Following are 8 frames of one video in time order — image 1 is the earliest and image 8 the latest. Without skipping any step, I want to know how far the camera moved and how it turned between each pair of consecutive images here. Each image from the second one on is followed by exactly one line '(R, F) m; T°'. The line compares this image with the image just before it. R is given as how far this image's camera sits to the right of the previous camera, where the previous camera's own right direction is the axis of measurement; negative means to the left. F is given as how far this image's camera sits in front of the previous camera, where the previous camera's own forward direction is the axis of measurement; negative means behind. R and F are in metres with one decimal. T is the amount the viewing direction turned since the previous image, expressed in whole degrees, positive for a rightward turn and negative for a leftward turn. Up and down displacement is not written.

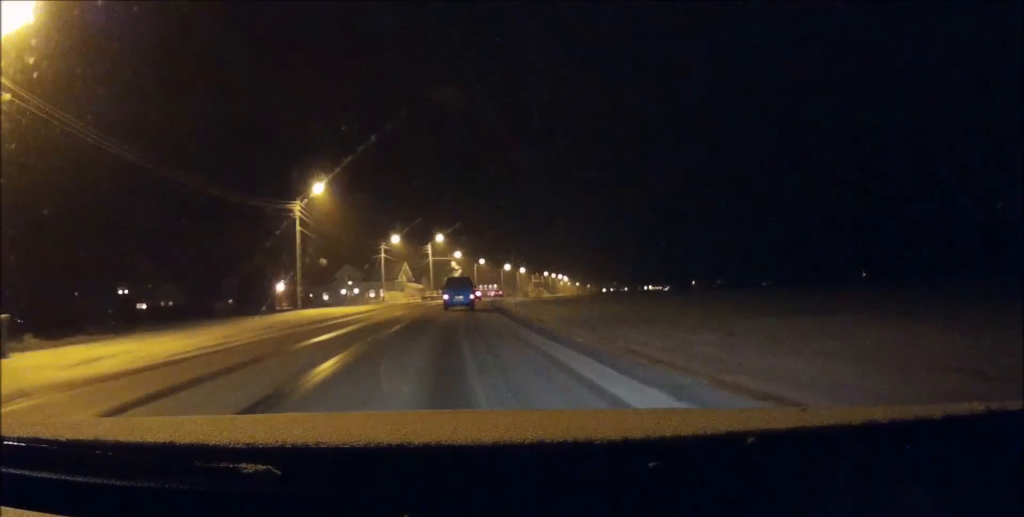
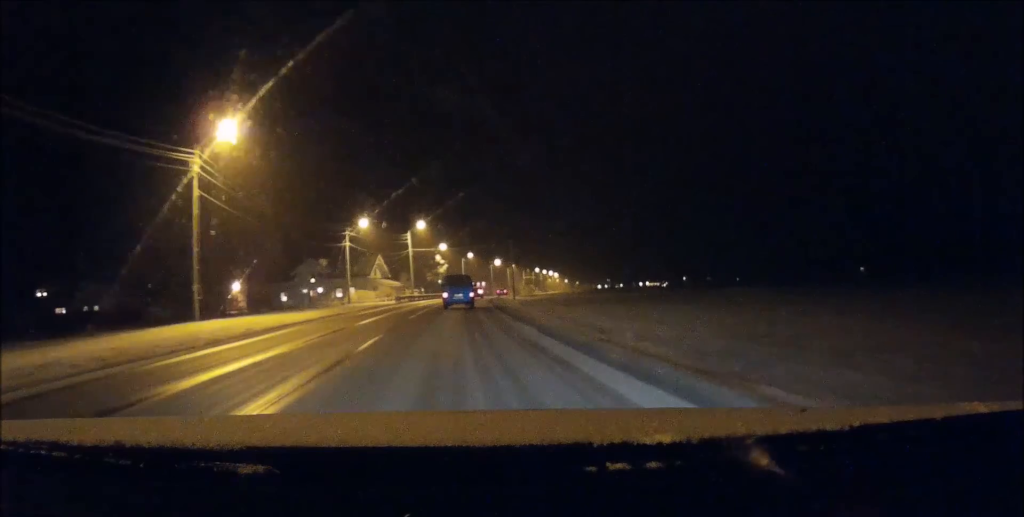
(+0.2, +23.3) m; +1°
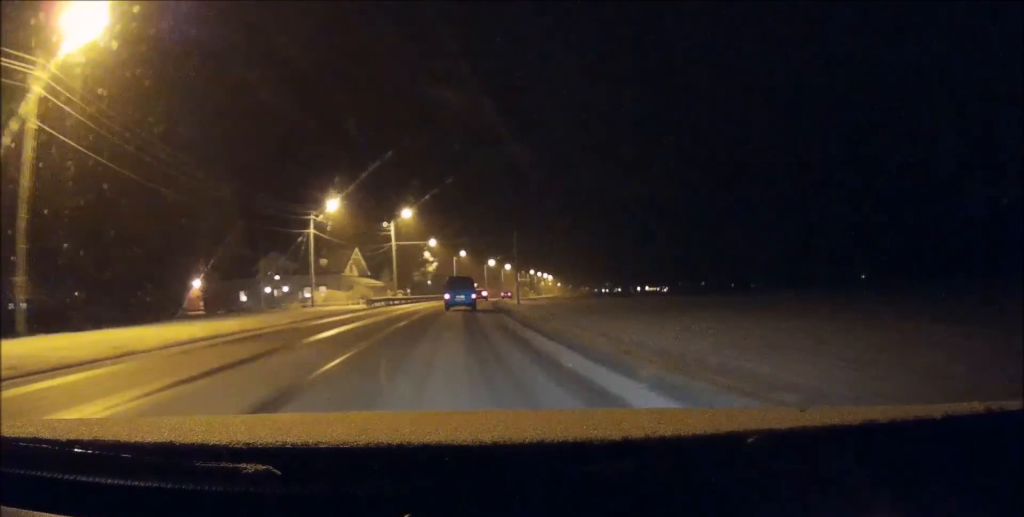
(+0.1, +17.5) m; +1°
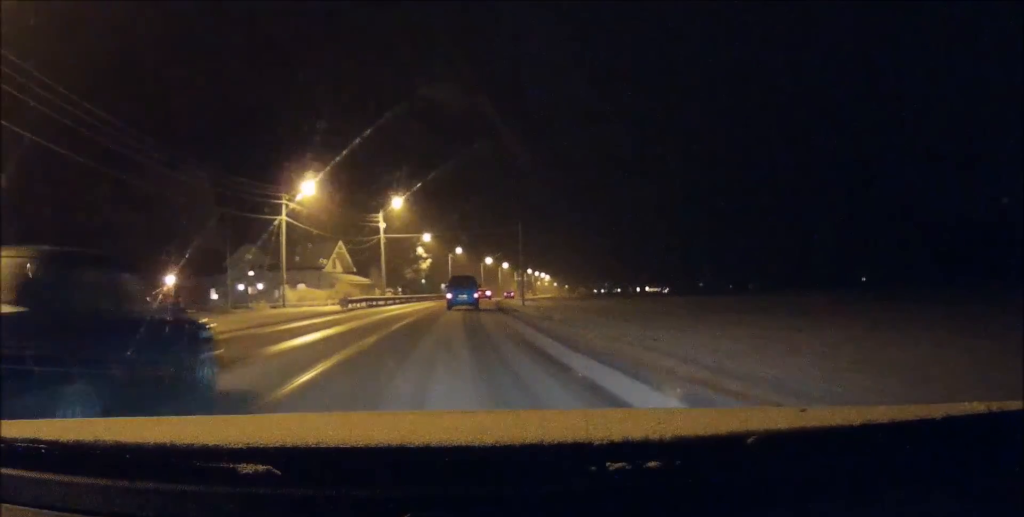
(+0.1, +10.1) m; +1°
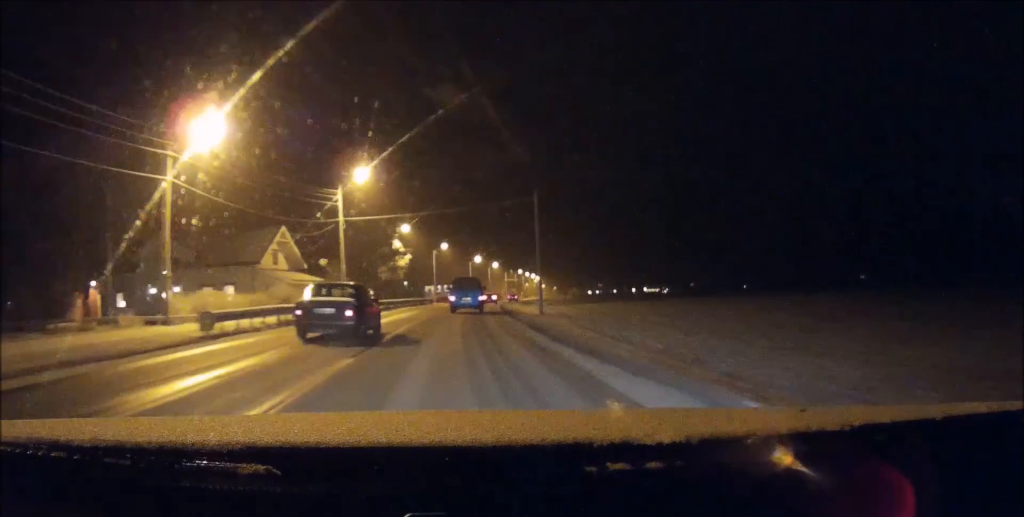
(+0.2, +22.0) m; +1°
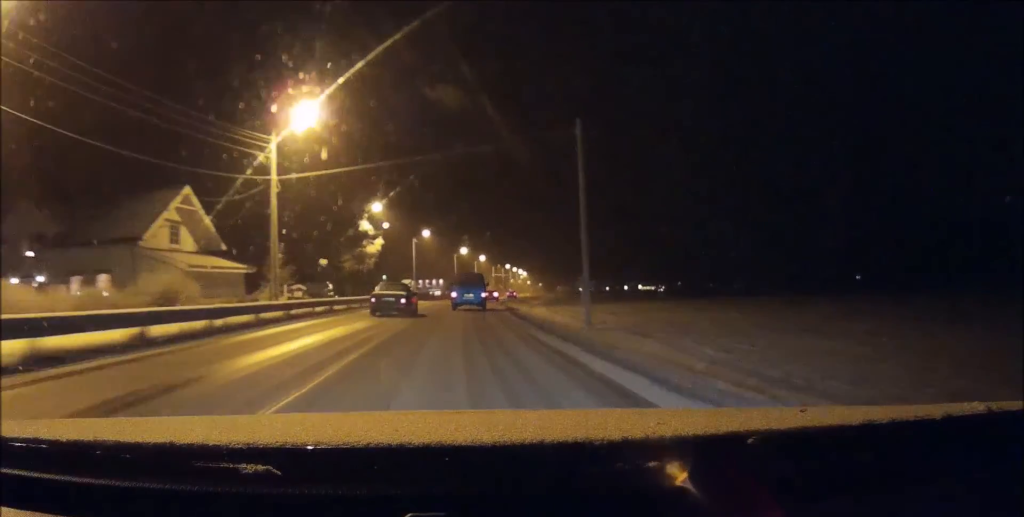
(+0.1, +19.5) m; +1°
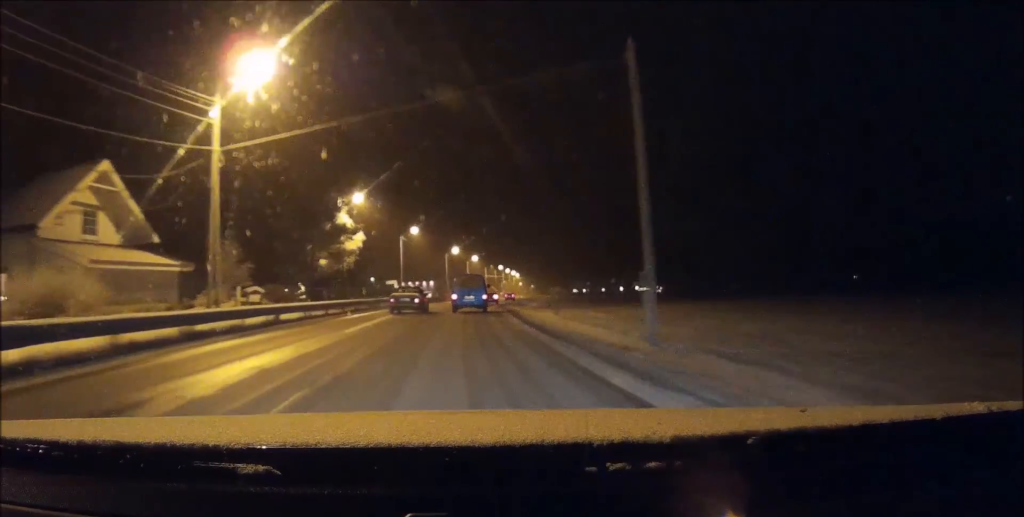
(+0.1, +9.3) m; +1°
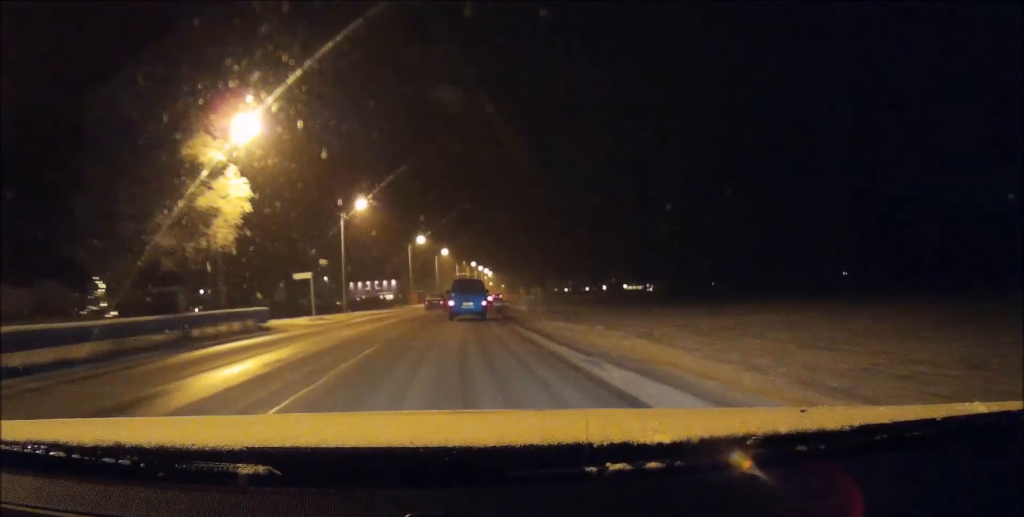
(+0.8, +31.0) m; +3°
